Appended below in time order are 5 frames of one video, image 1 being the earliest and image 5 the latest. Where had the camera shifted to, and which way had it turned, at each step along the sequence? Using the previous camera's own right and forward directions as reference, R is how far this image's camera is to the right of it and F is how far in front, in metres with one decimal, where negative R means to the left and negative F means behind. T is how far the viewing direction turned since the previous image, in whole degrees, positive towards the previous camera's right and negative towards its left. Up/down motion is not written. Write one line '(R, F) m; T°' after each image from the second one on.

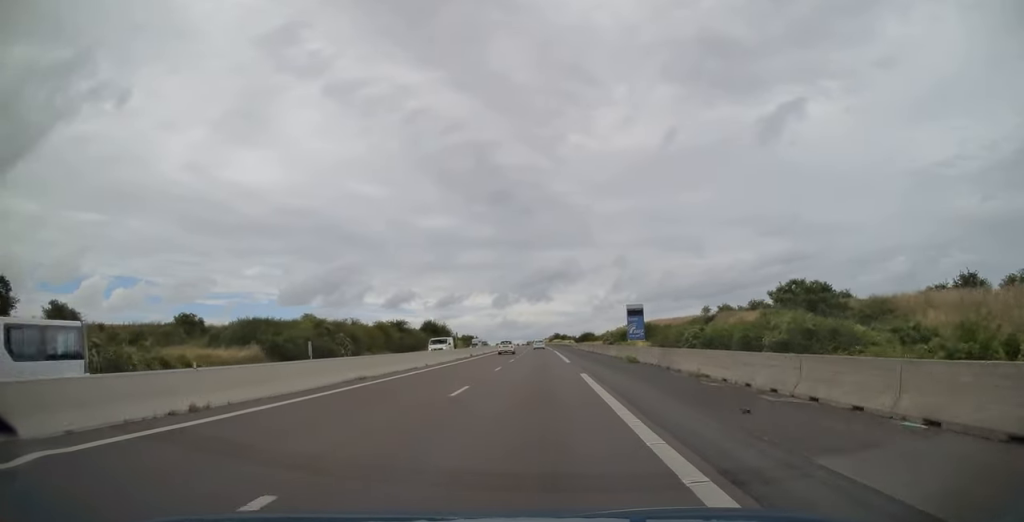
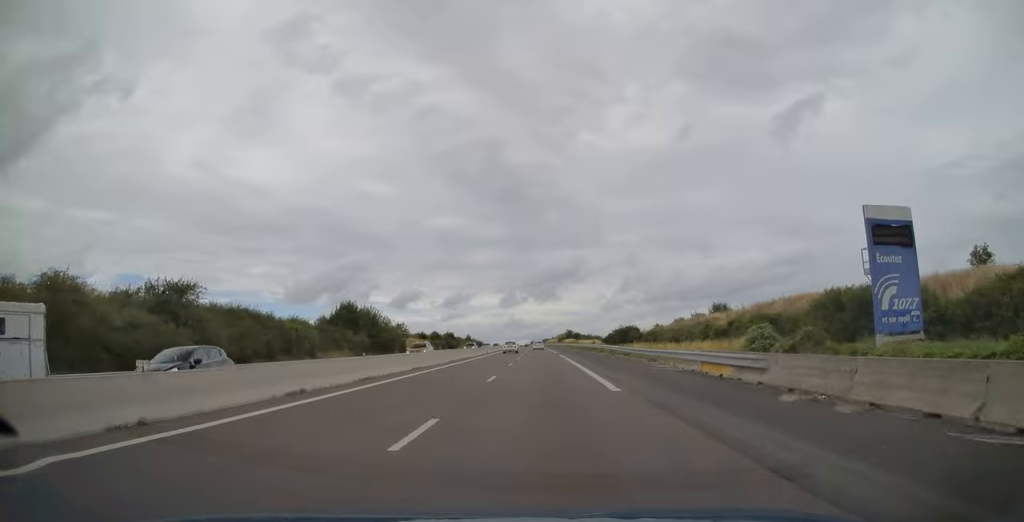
(-0.6, +72.4) m; -1°
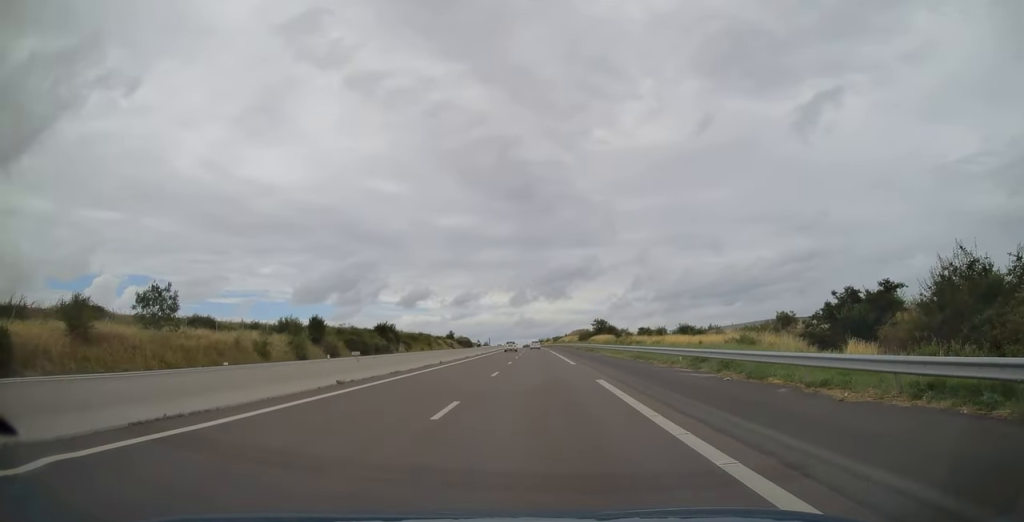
(-0.6, +87.8) m; -1°
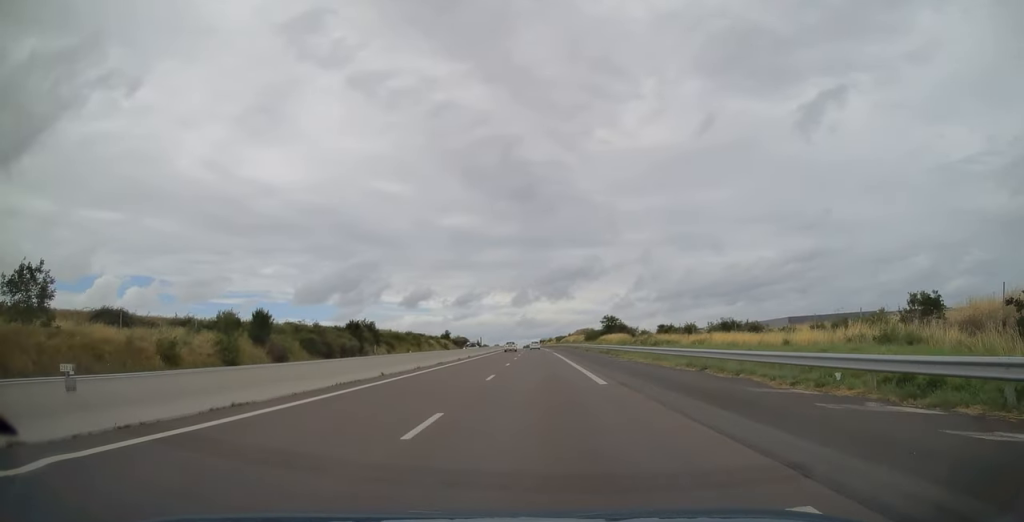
(-0.1, +15.1) m; 0°
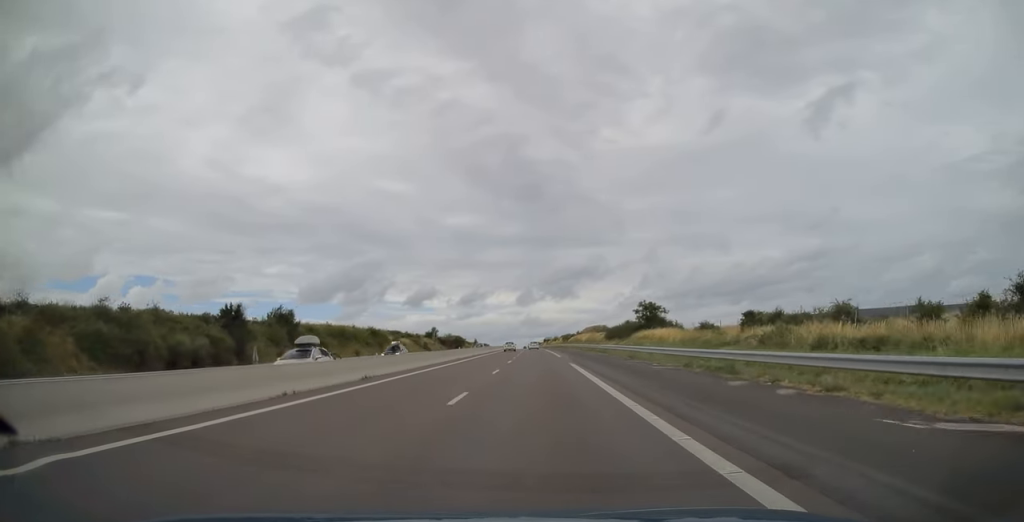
(-0.1, +34.5) m; 0°
